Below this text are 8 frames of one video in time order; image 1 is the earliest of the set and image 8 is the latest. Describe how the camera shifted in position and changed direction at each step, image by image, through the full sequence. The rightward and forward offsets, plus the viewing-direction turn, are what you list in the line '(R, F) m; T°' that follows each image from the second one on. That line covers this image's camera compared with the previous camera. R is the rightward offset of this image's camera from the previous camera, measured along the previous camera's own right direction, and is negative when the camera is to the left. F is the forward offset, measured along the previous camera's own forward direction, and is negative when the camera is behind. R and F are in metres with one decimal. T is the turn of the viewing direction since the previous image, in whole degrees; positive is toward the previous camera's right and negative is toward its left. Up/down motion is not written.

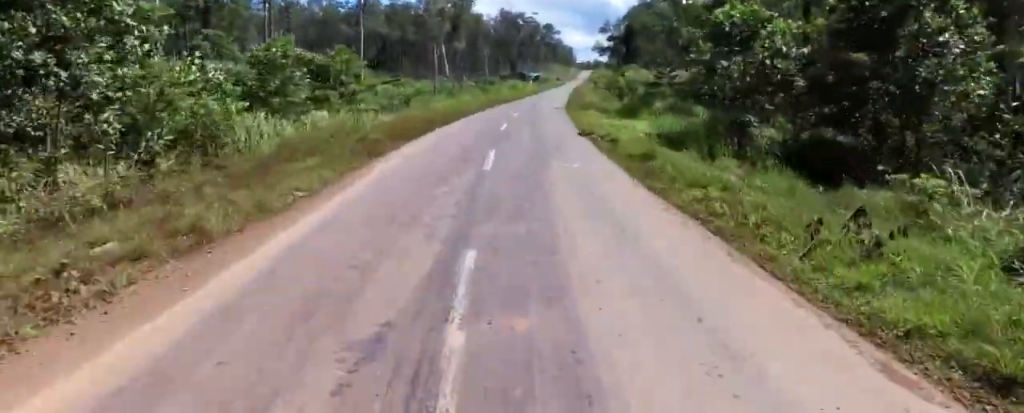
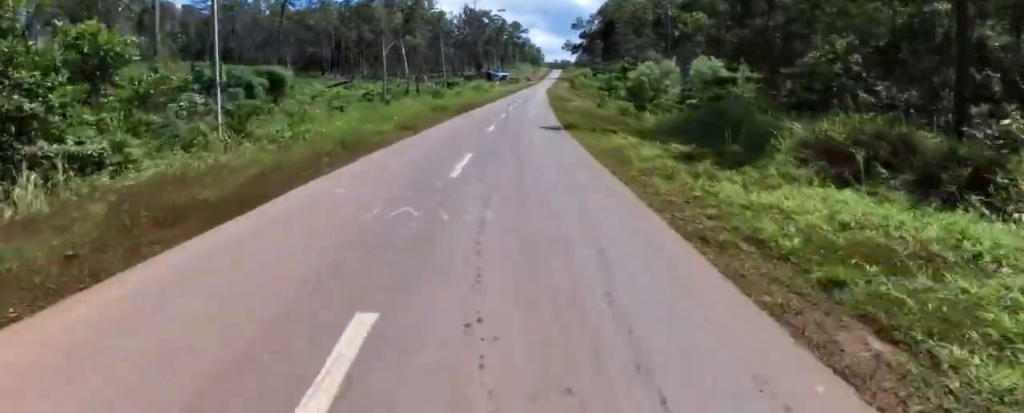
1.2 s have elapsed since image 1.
(+2.2, +15.9) m; +3°
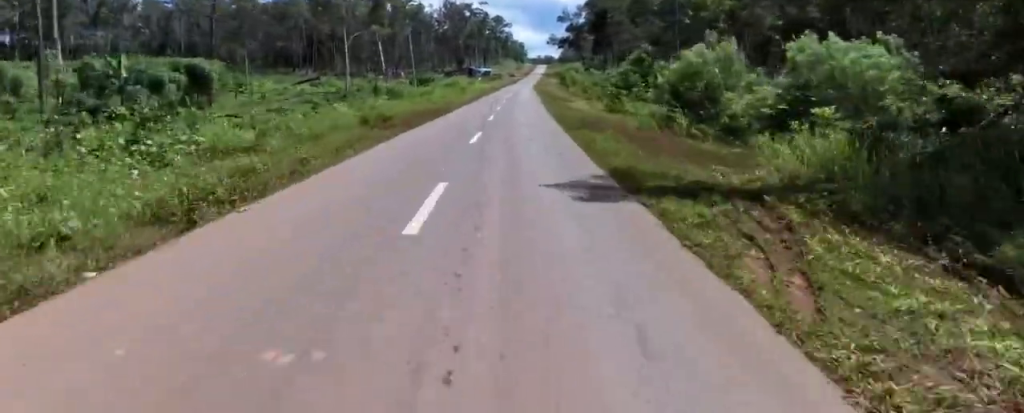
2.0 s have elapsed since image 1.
(-1.1, +11.2) m; -2°
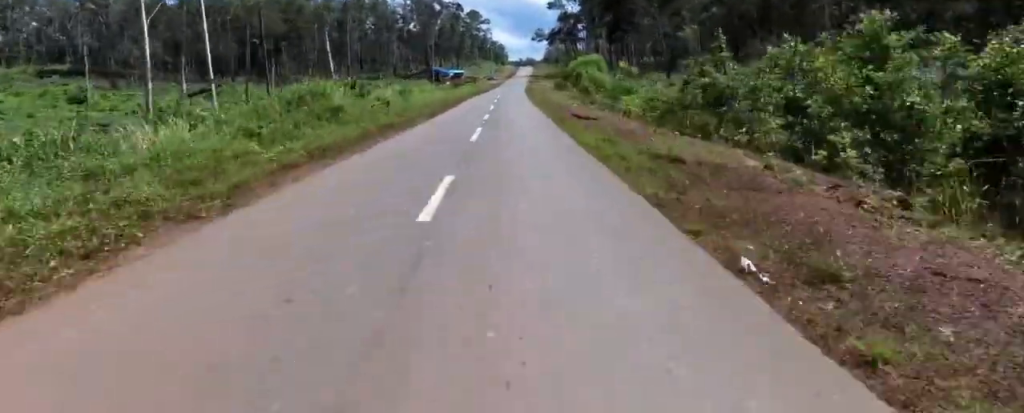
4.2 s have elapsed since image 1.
(+0.9, +39.2) m; +1°
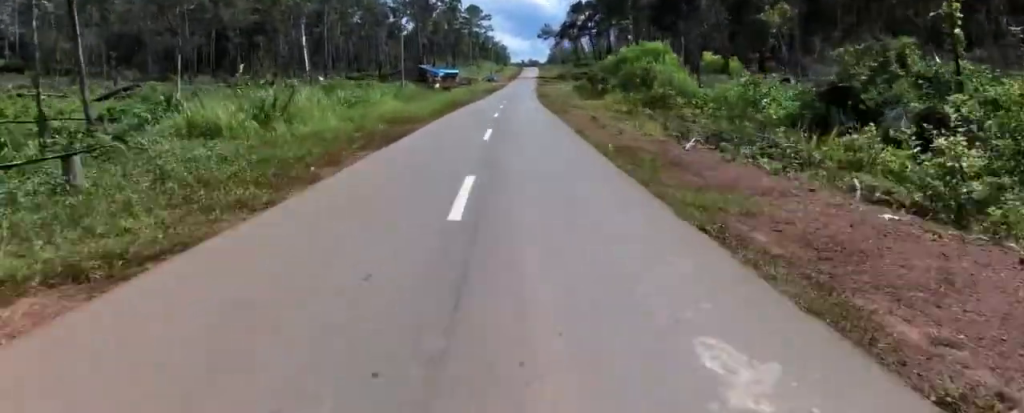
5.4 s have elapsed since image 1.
(+0.3, +24.1) m; -1°
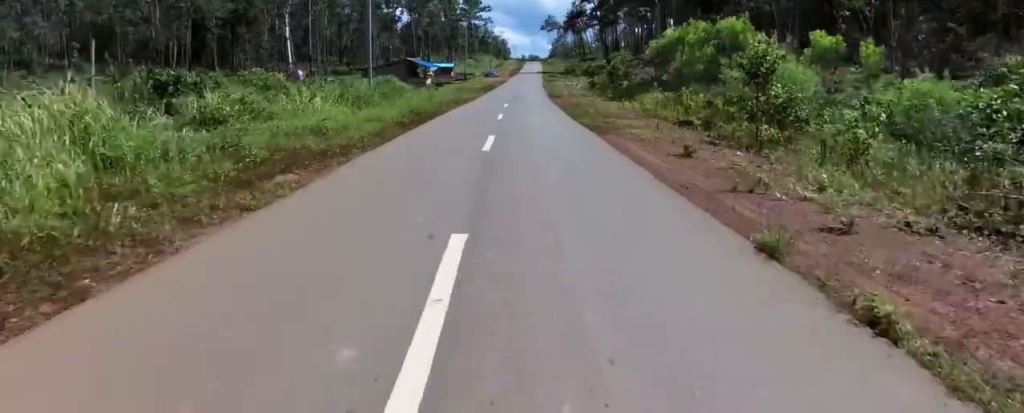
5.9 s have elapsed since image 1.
(+0.2, +11.3) m; -2°
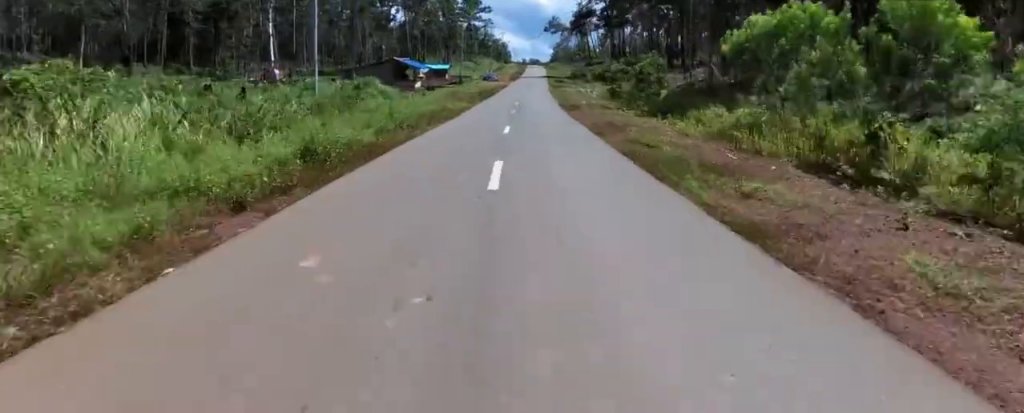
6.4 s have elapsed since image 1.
(-0.6, +10.7) m; 0°
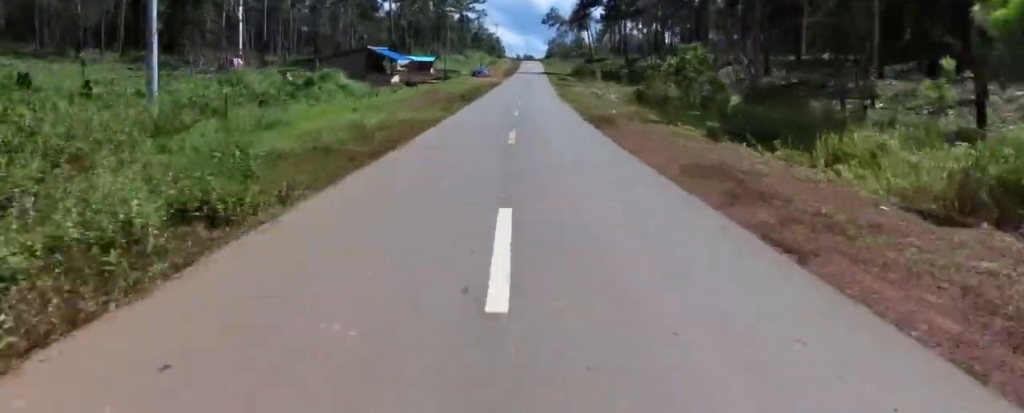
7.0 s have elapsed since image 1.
(-0.4, +12.9) m; +1°
